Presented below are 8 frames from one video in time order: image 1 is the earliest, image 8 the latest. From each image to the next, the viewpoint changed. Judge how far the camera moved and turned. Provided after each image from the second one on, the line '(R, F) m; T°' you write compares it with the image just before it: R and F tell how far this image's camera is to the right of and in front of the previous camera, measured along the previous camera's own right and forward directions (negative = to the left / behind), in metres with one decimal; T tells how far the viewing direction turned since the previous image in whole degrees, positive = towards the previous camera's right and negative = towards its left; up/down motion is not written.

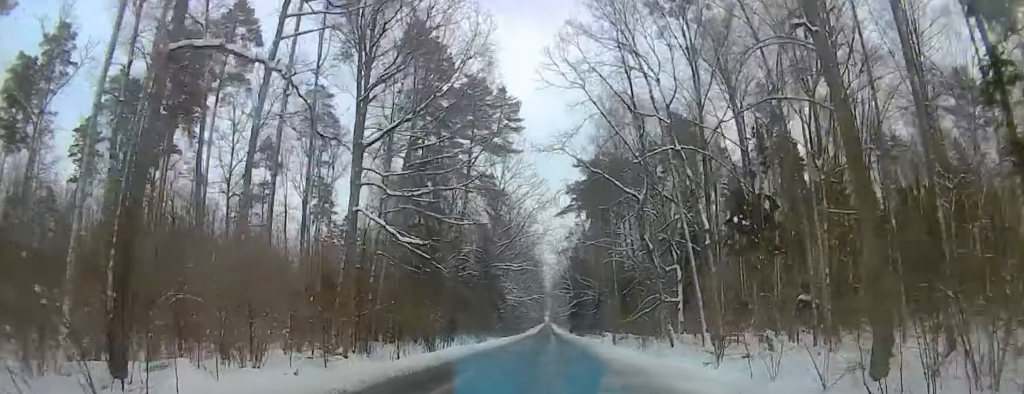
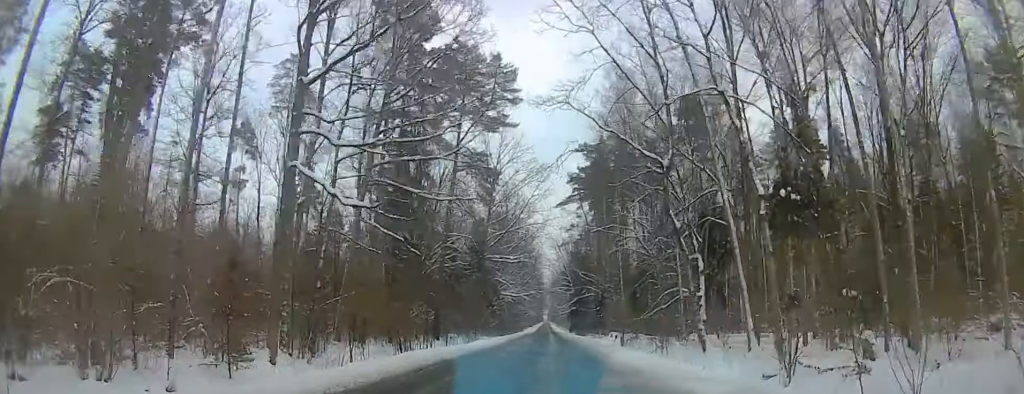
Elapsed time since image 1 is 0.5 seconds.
(0.0, +9.5) m; 0°
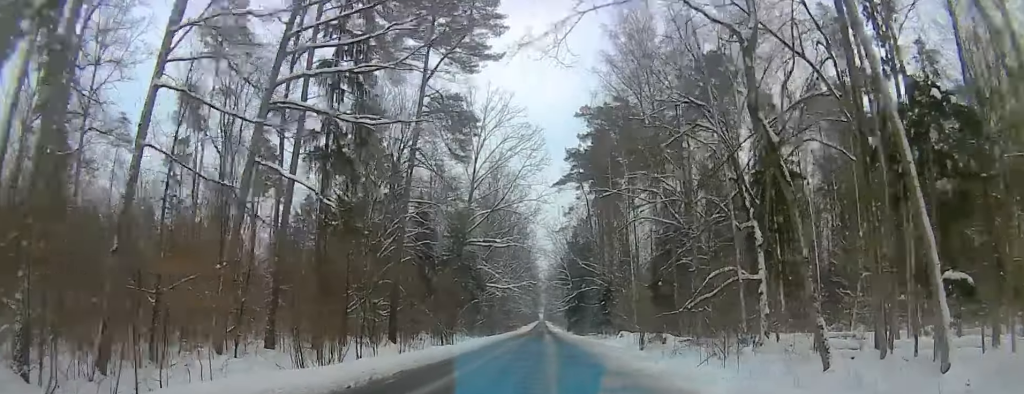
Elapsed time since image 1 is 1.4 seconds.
(0.0, +16.5) m; 0°
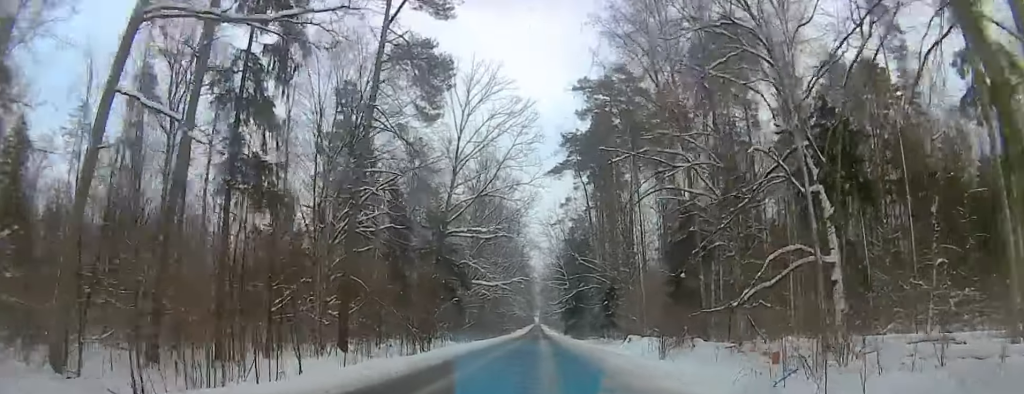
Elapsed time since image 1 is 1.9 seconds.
(0.0, +10.9) m; 0°
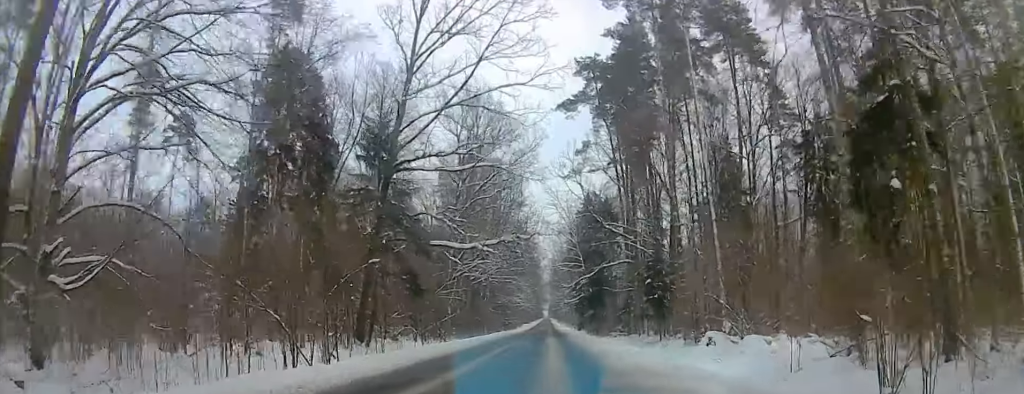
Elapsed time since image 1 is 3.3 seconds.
(0.0, +27.1) m; 0°
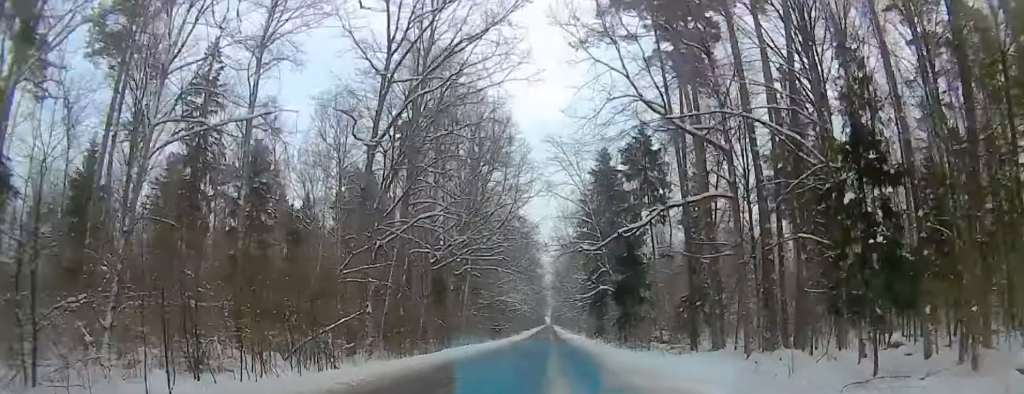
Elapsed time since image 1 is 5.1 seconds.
(0.0, +34.9) m; 0°
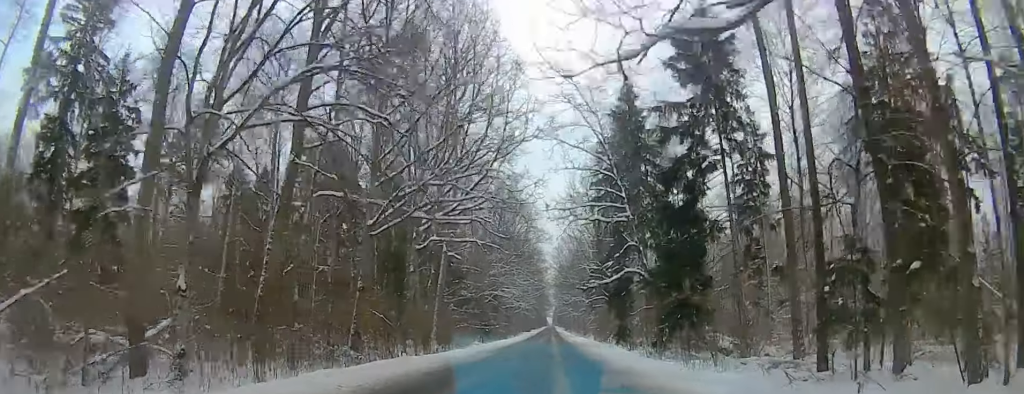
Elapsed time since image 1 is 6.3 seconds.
(+0.3, +22.4) m; +4°
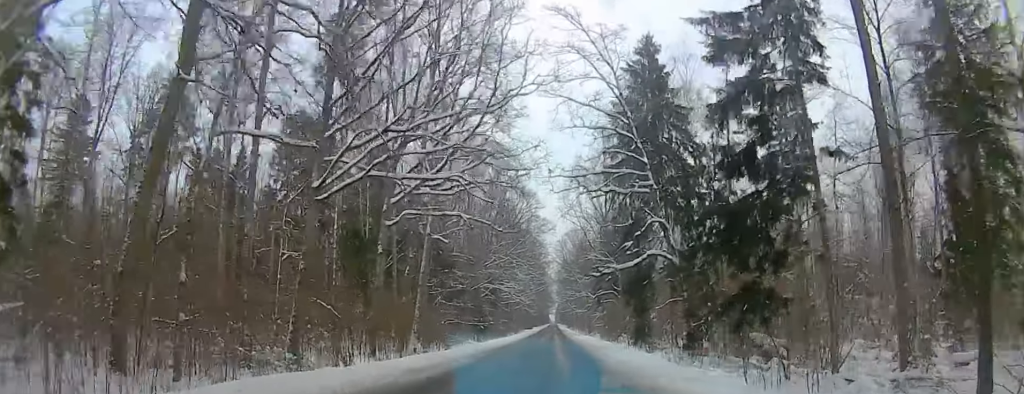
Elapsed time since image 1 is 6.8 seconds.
(+0.9, +10.2) m; -2°
